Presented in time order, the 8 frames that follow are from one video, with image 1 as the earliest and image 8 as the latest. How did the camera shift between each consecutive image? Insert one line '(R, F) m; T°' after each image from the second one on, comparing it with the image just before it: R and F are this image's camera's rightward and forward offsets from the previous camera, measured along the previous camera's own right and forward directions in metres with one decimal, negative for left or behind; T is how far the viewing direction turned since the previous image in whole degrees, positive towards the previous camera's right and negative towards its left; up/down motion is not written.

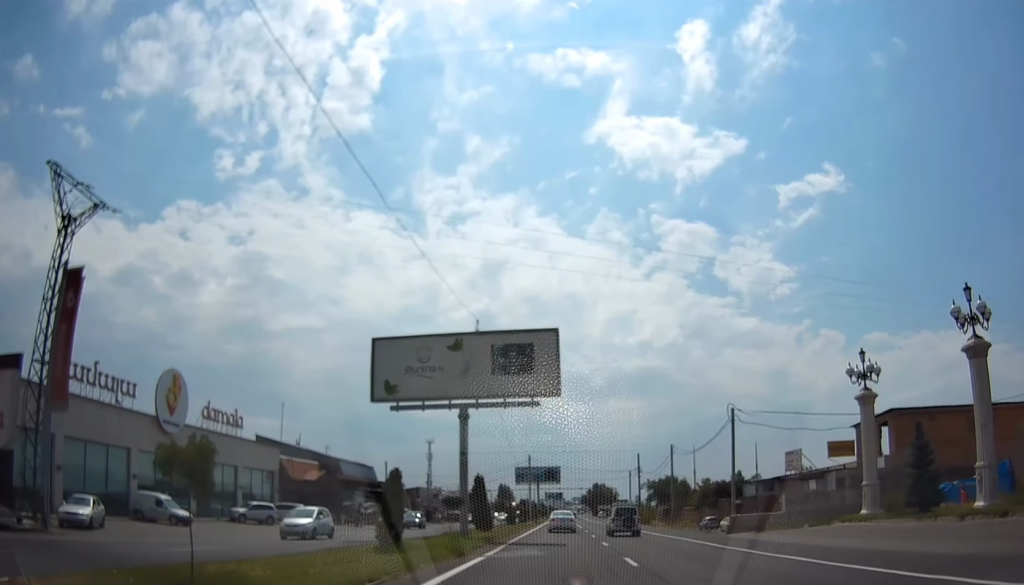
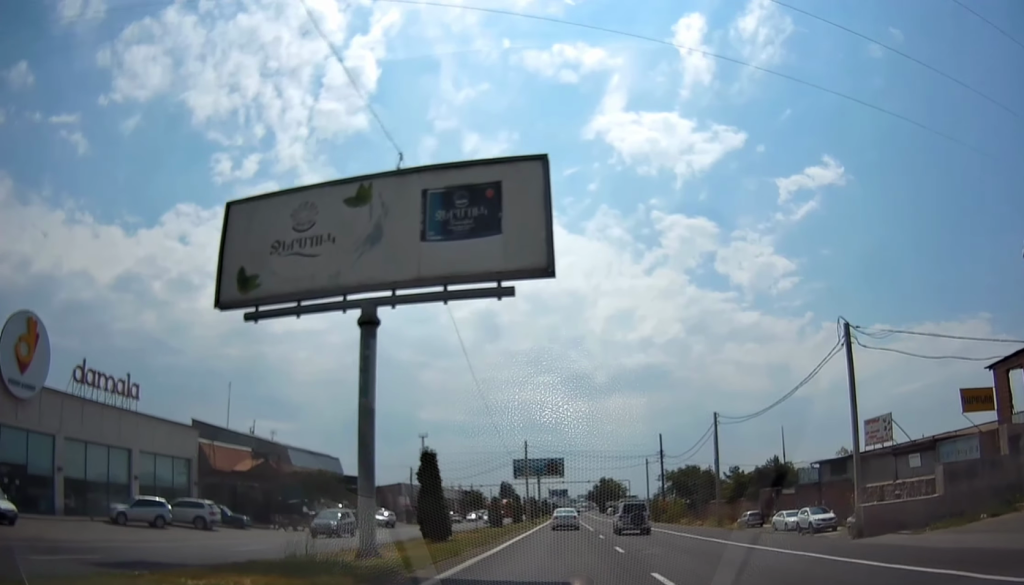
(-0.2, +16.2) m; +1°
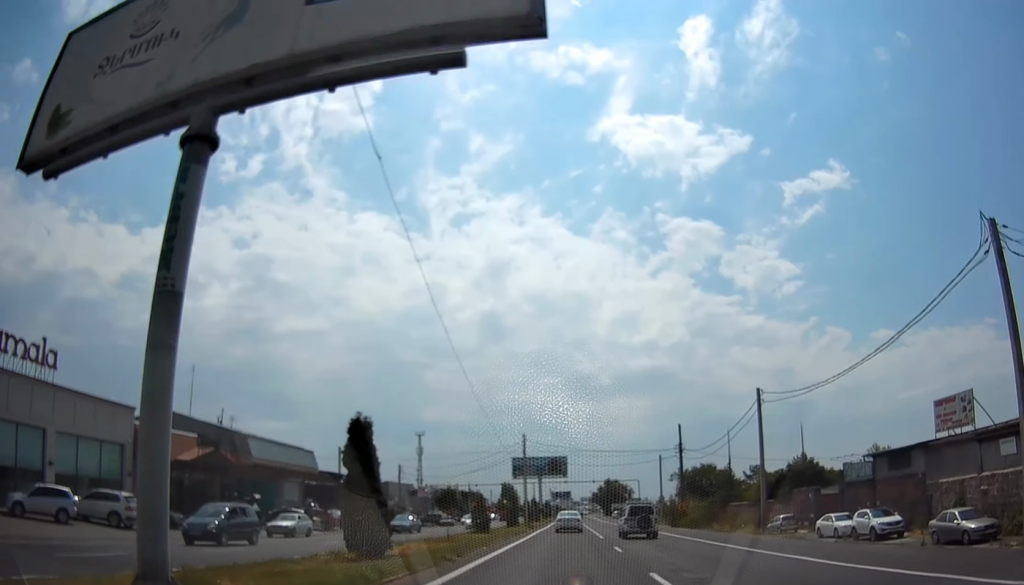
(+0.2, +9.1) m; 0°
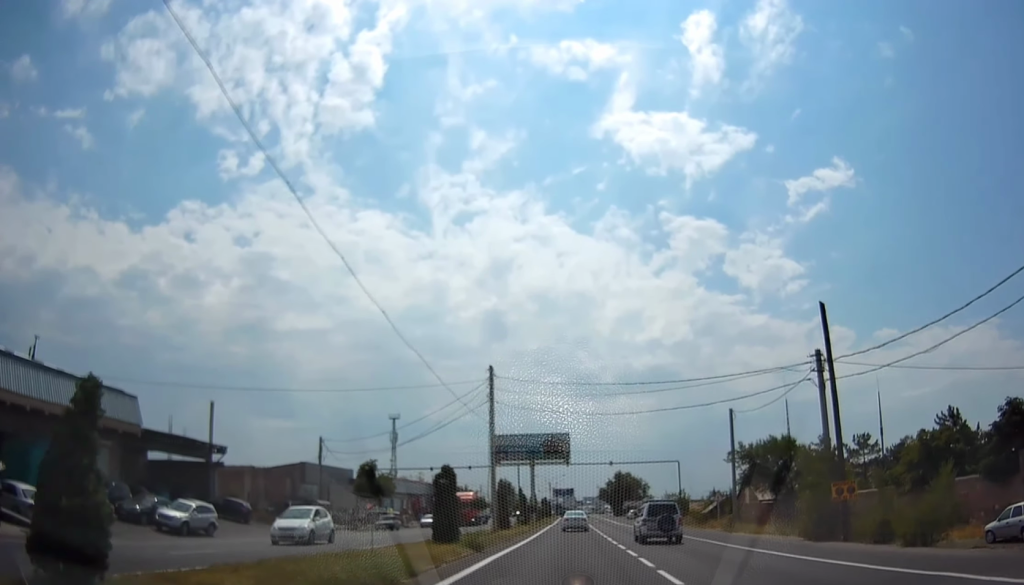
(+0.1, +32.1) m; 0°
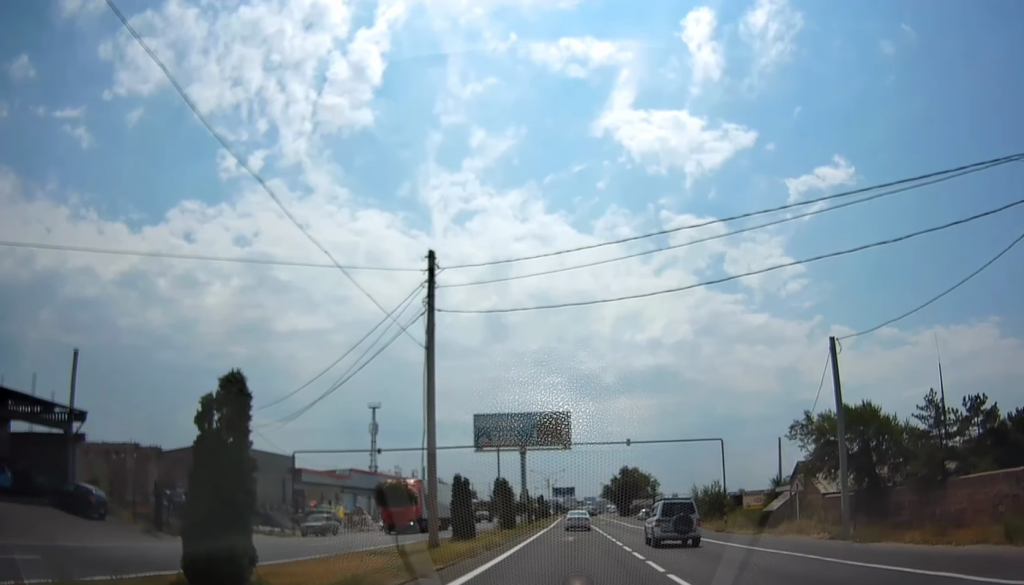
(+0.1, +17.5) m; 0°
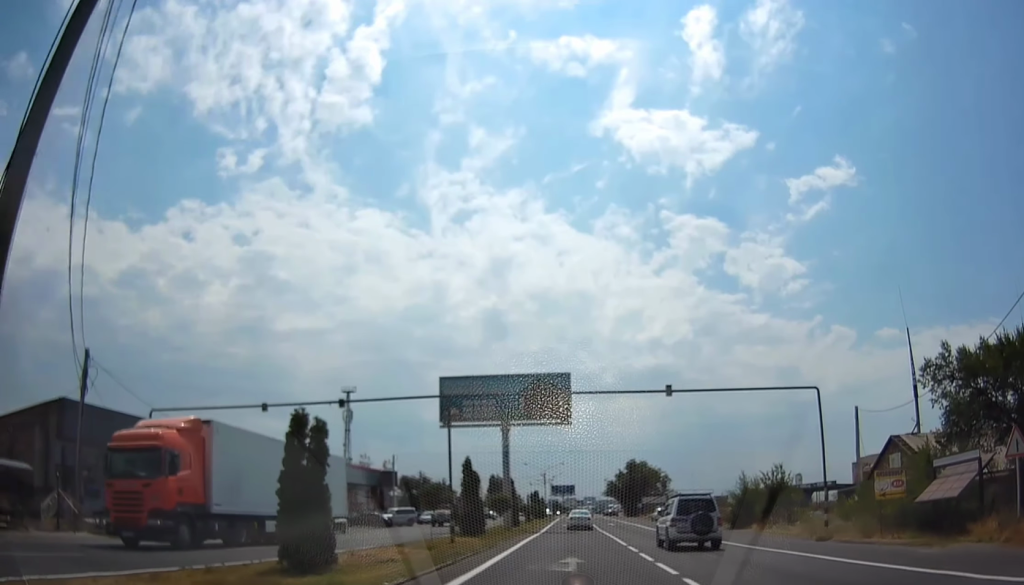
(-0.1, +17.8) m; 0°
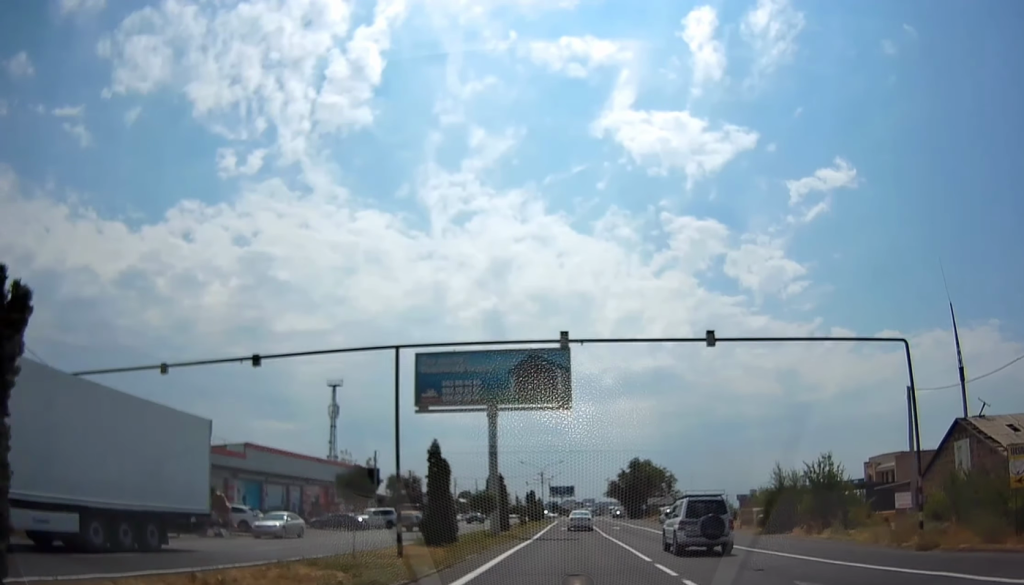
(+0.1, +7.8) m; 0°
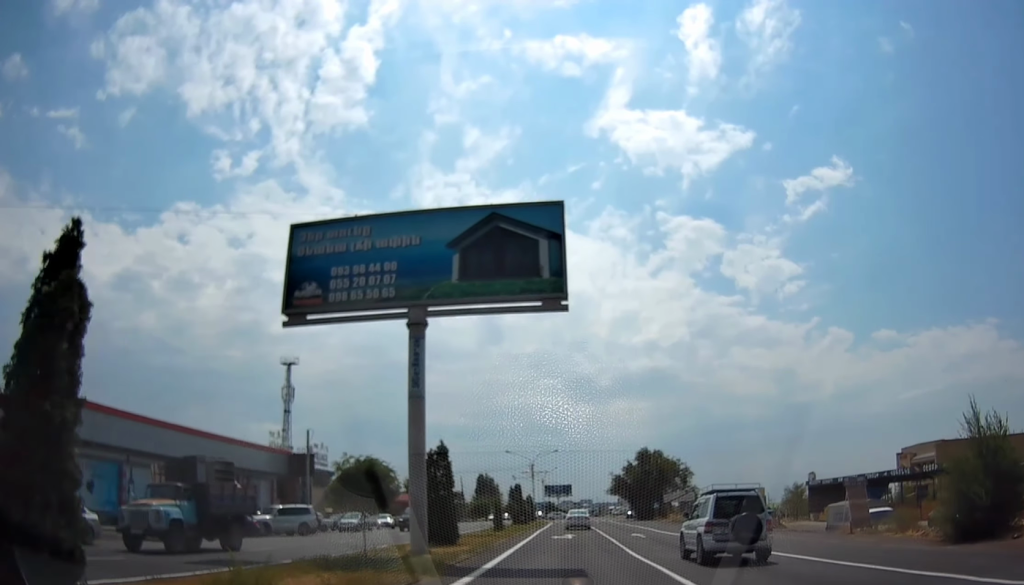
(-0.4, +19.3) m; 0°
